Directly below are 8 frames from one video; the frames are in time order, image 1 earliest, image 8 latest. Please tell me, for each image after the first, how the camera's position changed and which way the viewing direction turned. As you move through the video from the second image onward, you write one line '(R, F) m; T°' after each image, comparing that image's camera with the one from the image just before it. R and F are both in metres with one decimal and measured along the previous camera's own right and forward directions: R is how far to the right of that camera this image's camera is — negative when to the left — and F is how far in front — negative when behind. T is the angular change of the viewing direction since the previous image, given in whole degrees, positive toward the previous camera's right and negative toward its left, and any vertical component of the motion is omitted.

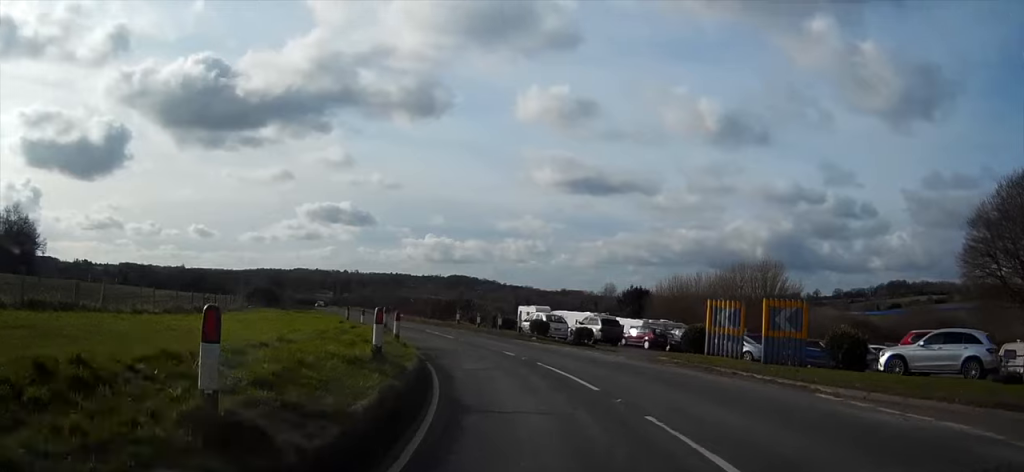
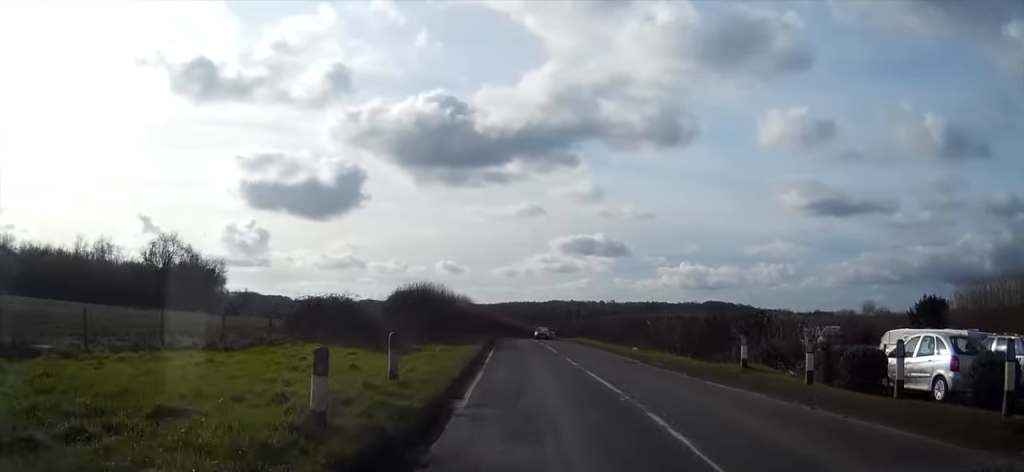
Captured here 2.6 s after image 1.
(-4.4, +28.4) m; -16°
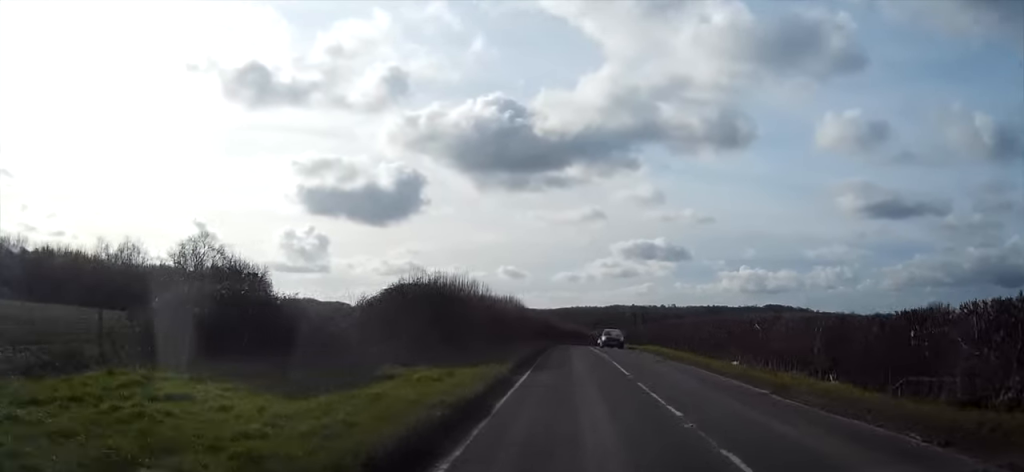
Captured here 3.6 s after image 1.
(-0.4, +12.4) m; -3°
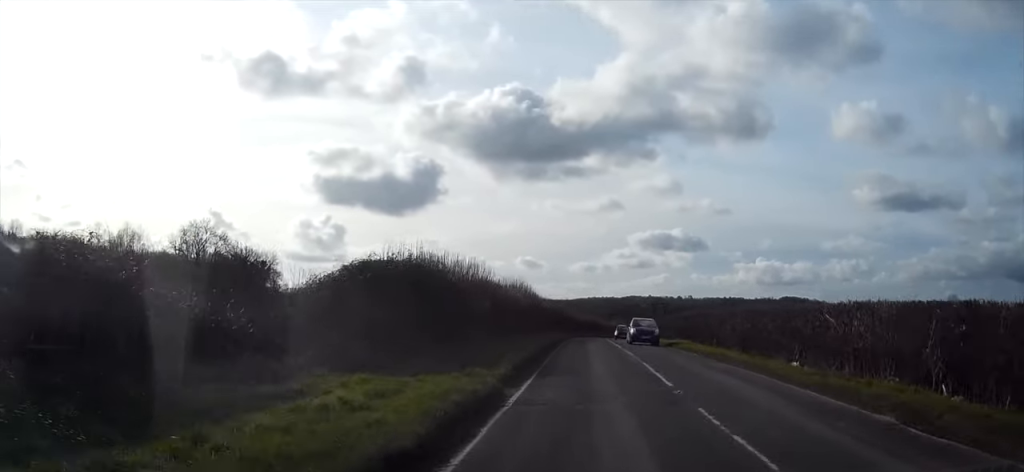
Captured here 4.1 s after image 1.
(-0.1, +6.2) m; -1°
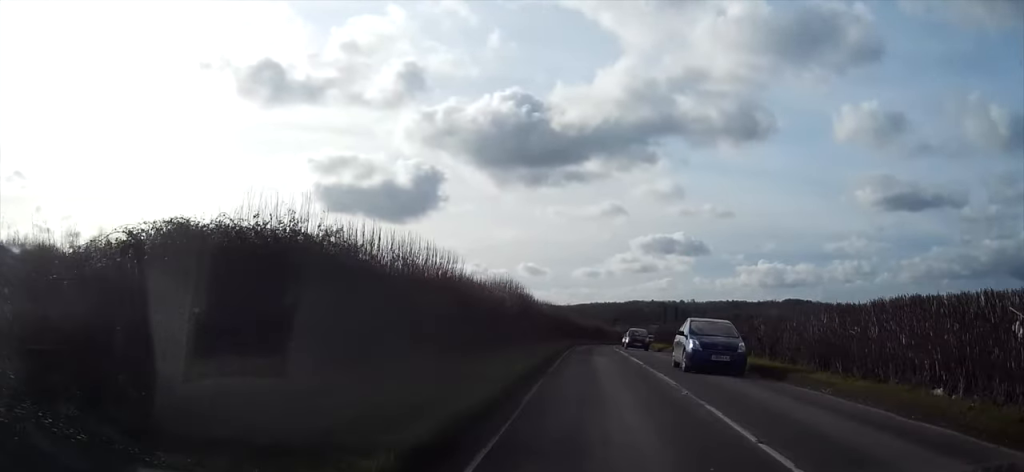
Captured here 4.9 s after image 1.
(-0.2, +10.1) m; -1°
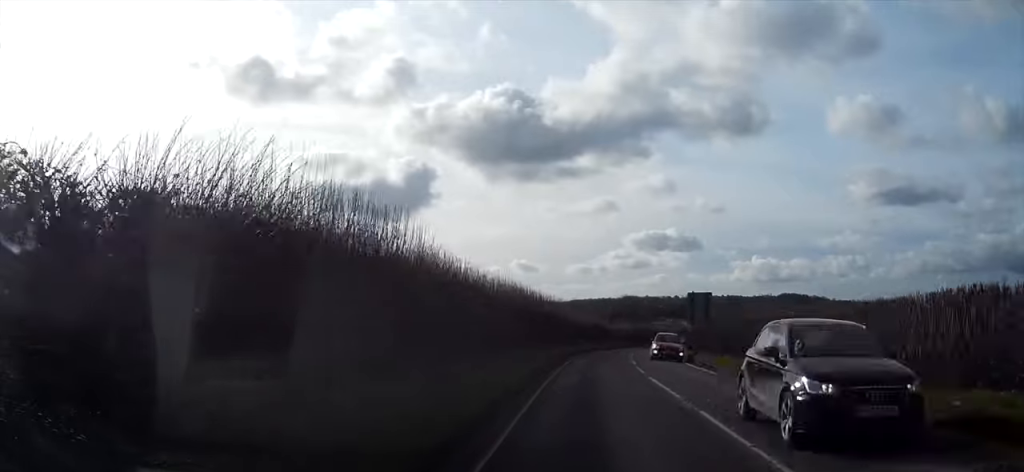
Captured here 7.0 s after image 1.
(-0.1, +28.6) m; -3°
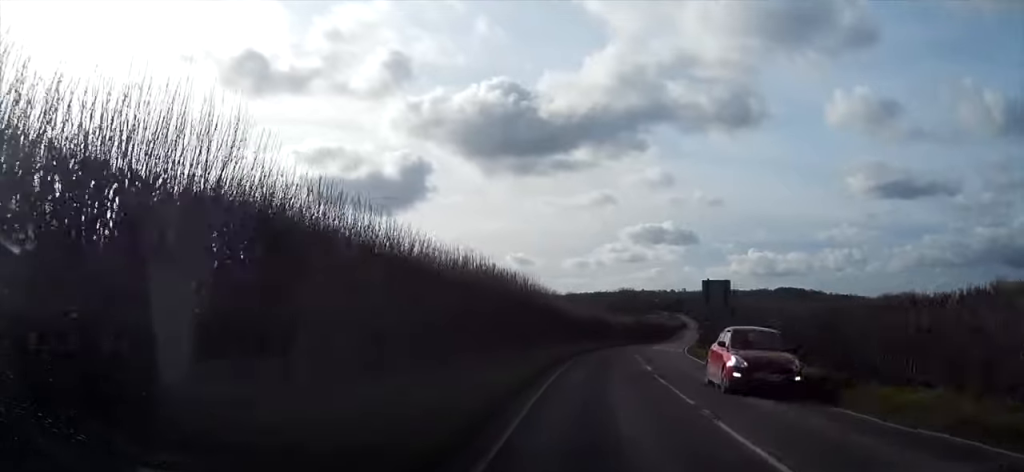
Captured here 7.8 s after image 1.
(-0.1, +10.2) m; 0°
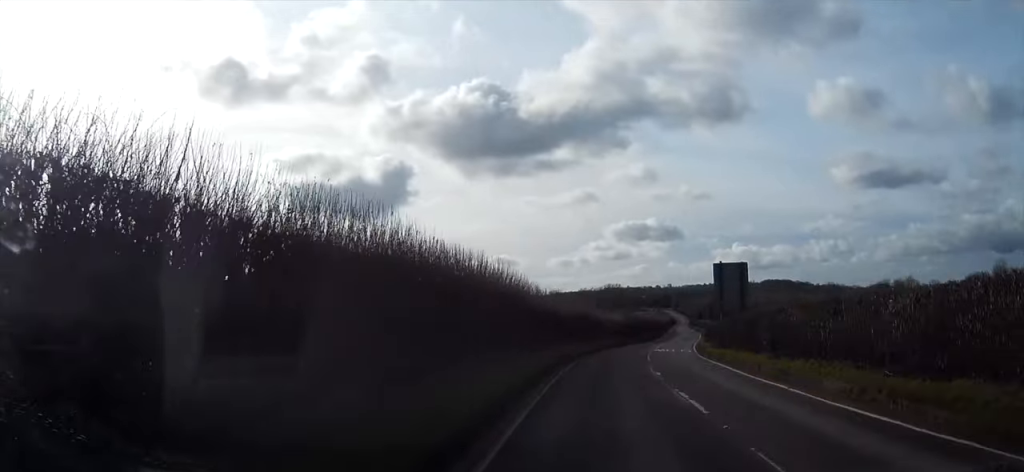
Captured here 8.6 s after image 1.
(-0.9, +10.0) m; +4°
